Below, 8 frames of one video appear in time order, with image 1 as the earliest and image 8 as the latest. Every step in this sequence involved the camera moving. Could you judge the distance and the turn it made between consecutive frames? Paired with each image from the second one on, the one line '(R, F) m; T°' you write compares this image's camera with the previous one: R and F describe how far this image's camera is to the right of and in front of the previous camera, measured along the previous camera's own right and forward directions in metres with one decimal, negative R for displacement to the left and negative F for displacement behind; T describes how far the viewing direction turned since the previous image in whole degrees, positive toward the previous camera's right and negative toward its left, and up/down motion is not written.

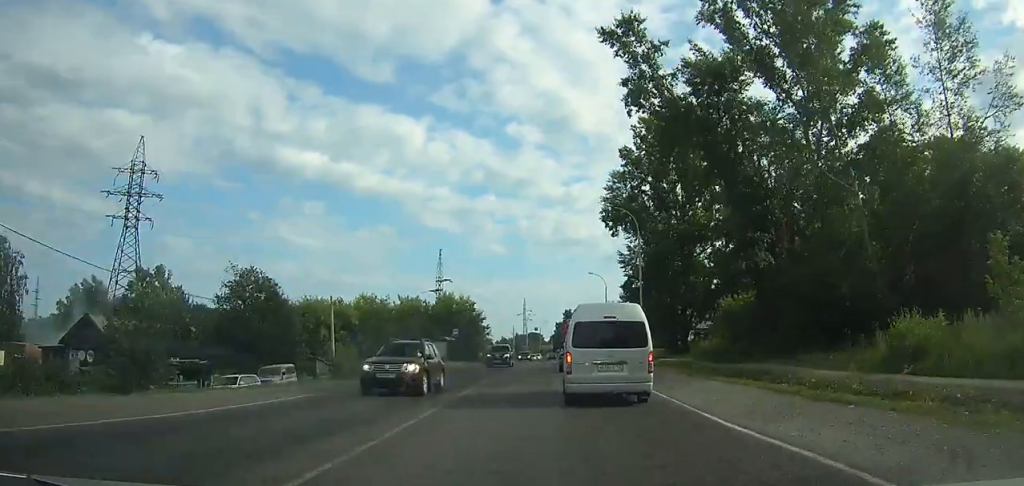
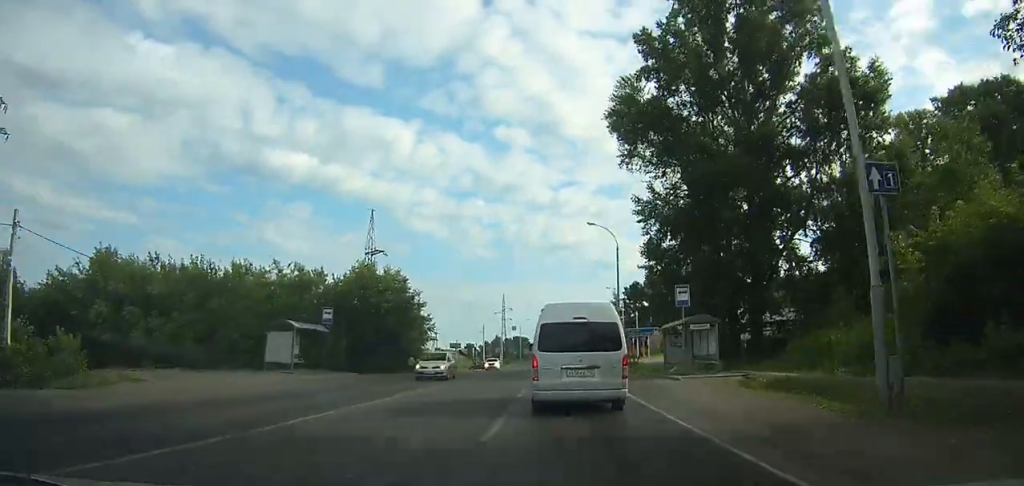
(+0.1, +31.5) m; 0°
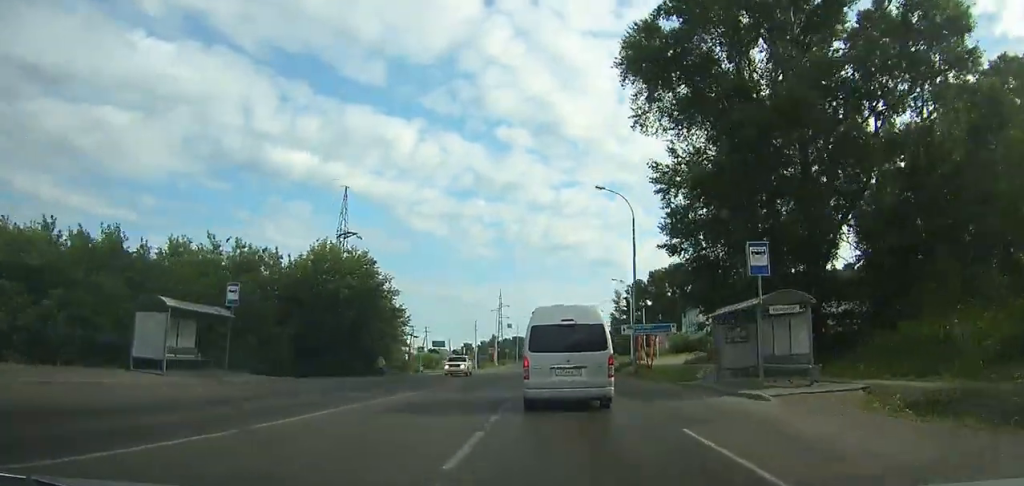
(-0.1, +10.6) m; 0°
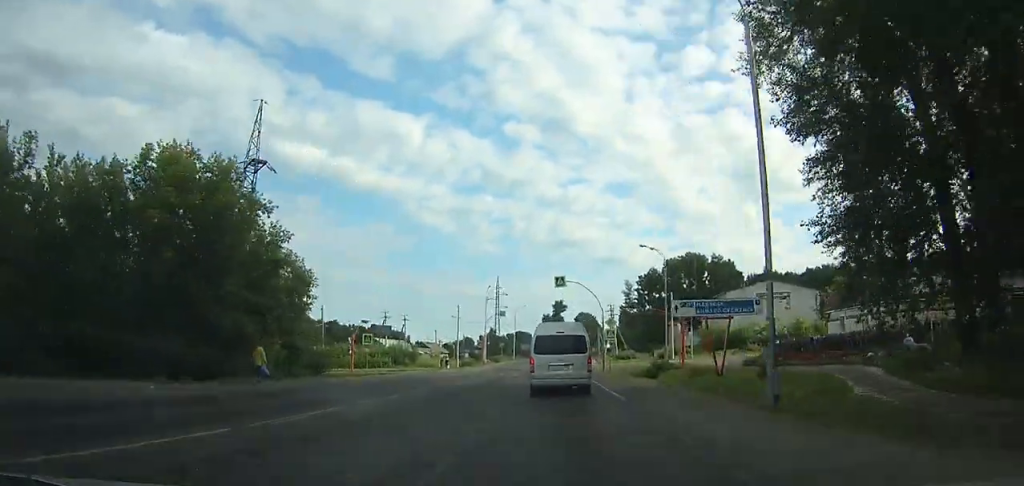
(0.0, +23.9) m; 0°
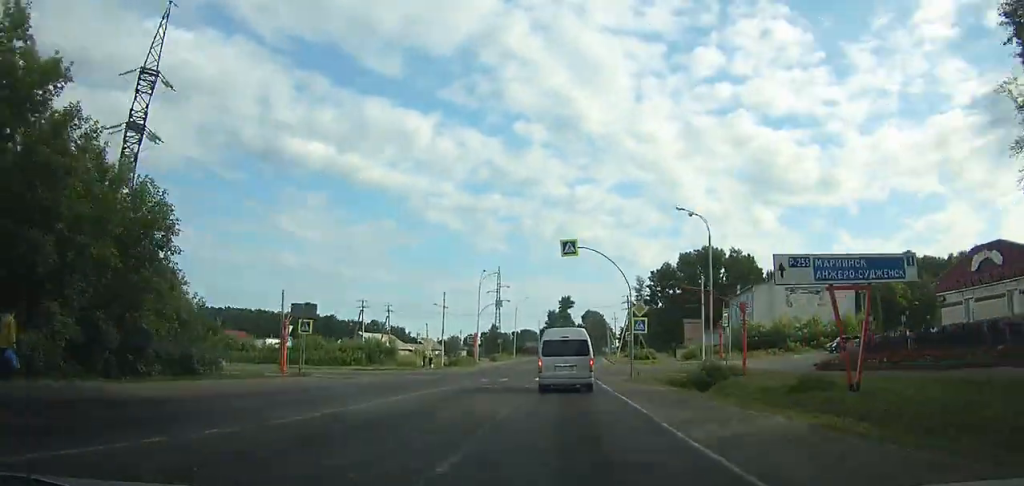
(-0.1, +13.5) m; 0°
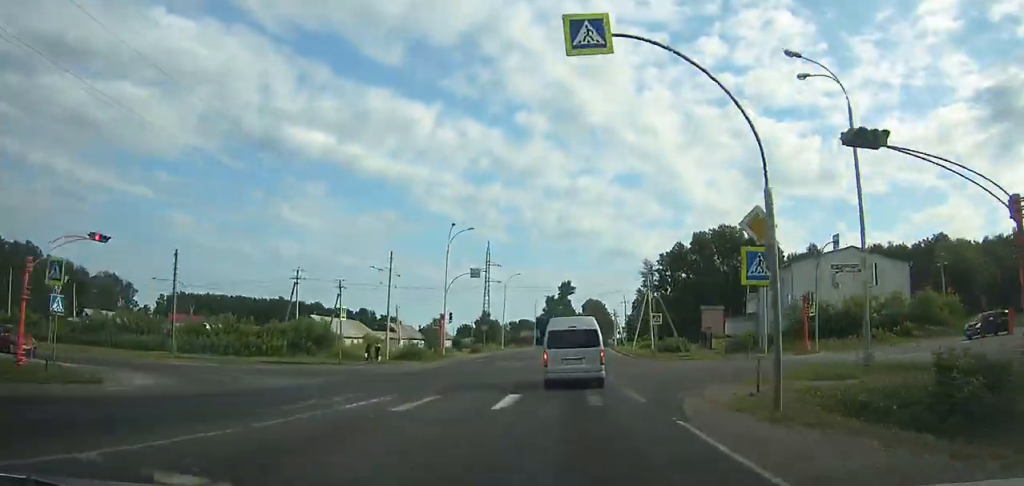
(+0.1, +17.2) m; 0°
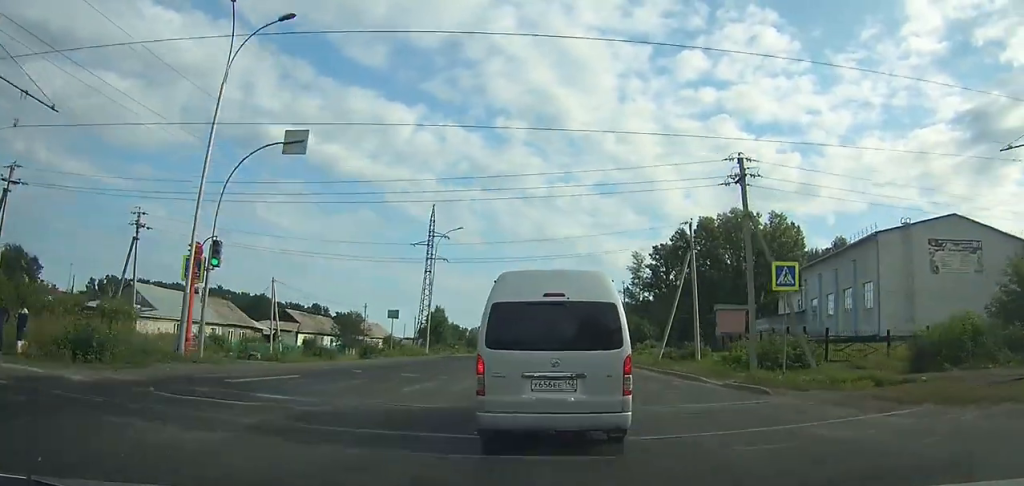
(+0.3, +29.7) m; +1°
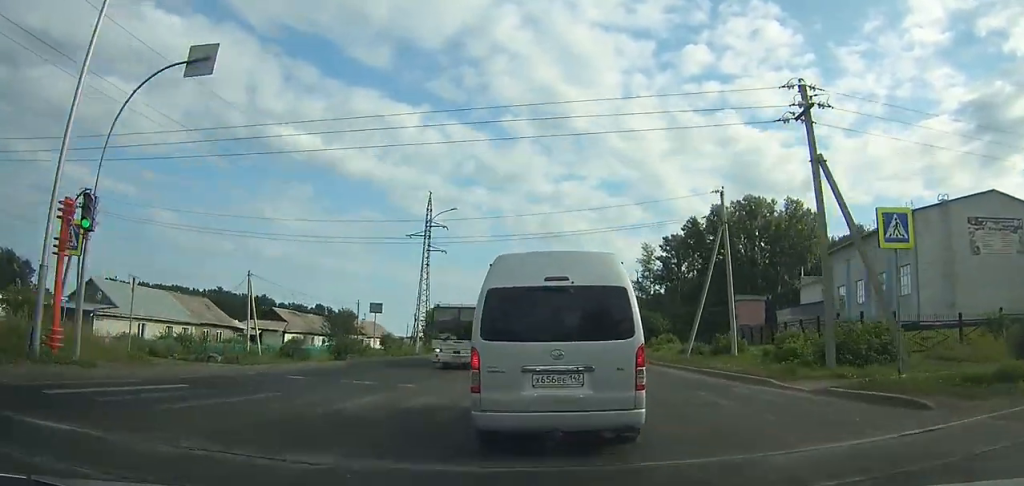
(0.0, +10.2) m; 0°
